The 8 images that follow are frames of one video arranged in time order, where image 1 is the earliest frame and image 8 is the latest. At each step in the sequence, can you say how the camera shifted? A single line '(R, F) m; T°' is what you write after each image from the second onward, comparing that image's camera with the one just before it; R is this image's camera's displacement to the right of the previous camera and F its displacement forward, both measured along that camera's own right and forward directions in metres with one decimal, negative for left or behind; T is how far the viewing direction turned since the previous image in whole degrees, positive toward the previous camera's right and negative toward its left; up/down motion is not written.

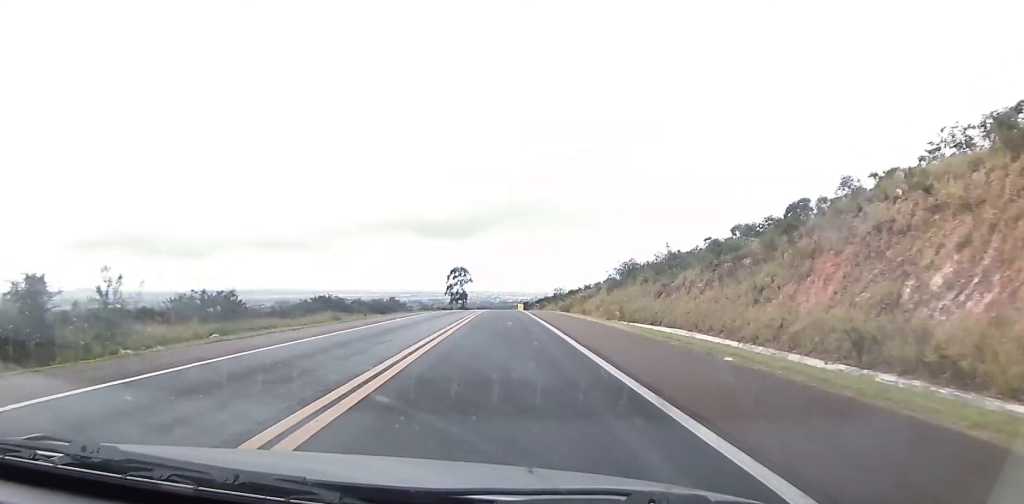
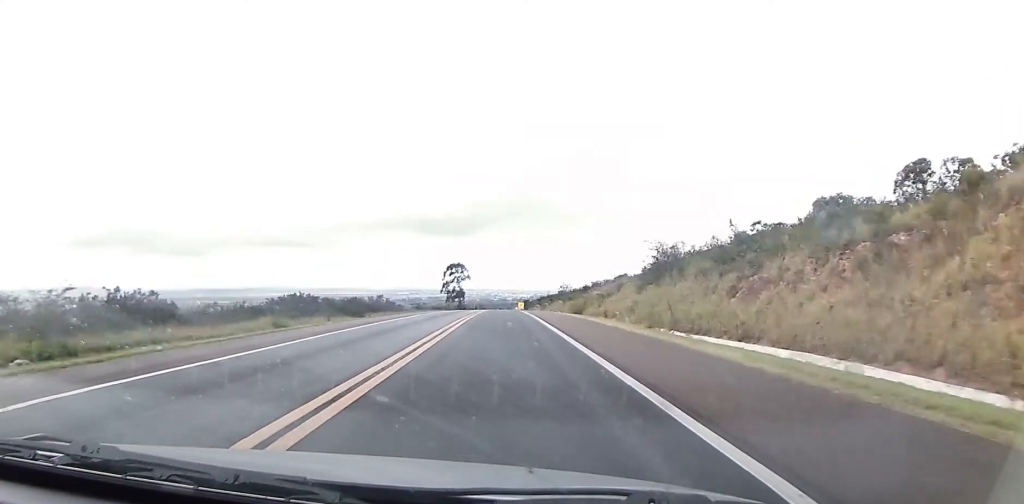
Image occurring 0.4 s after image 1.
(-0.2, +13.5) m; 0°
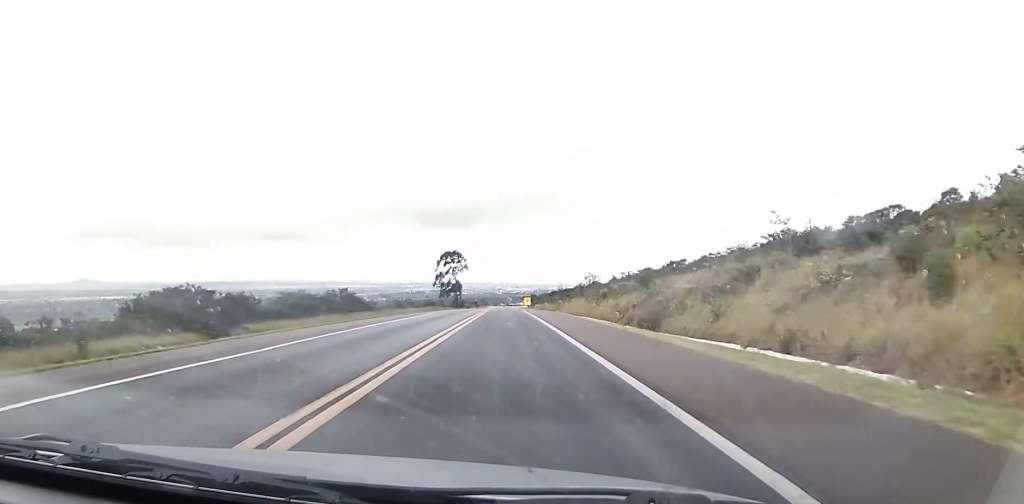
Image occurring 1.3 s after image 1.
(+0.3, +31.5) m; +1°
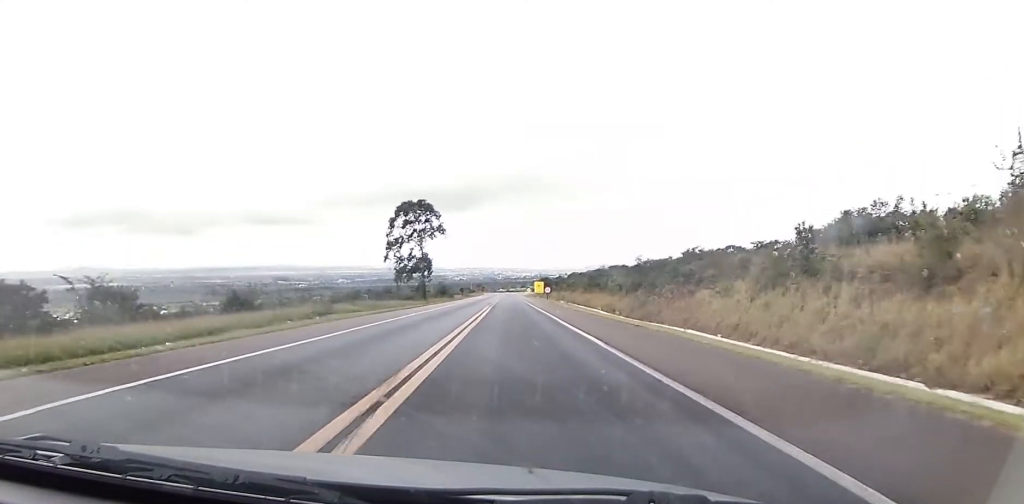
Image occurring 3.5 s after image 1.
(+0.2, +74.3) m; 0°
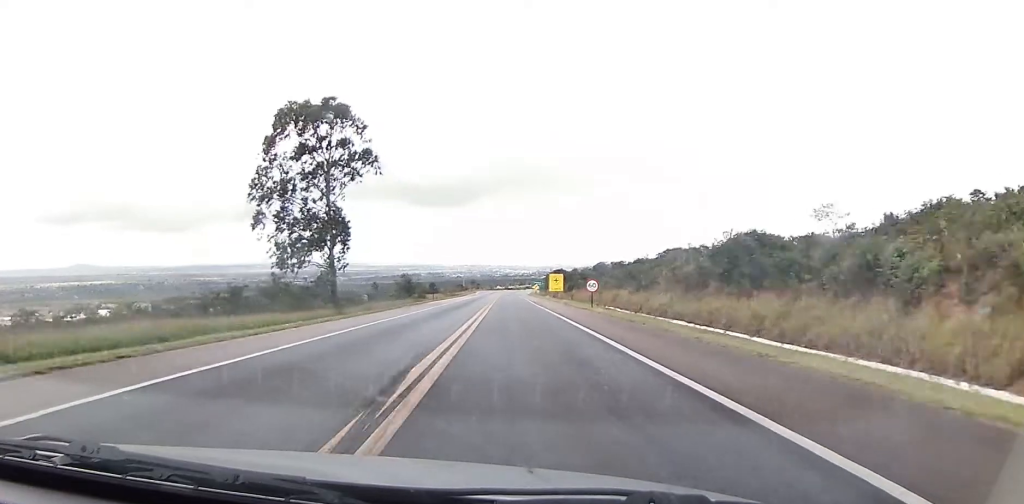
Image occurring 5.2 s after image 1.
(0.0, +55.1) m; 0°
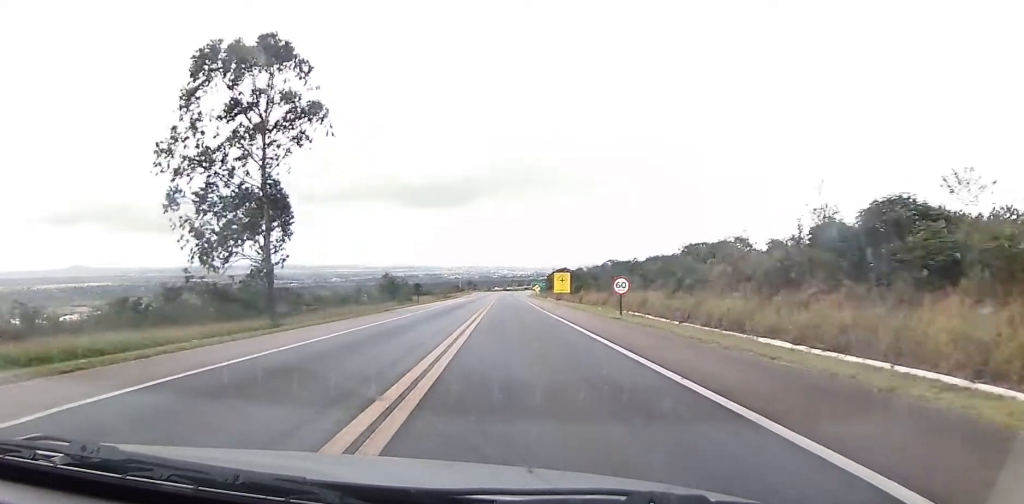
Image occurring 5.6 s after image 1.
(0.0, +13.4) m; 0°
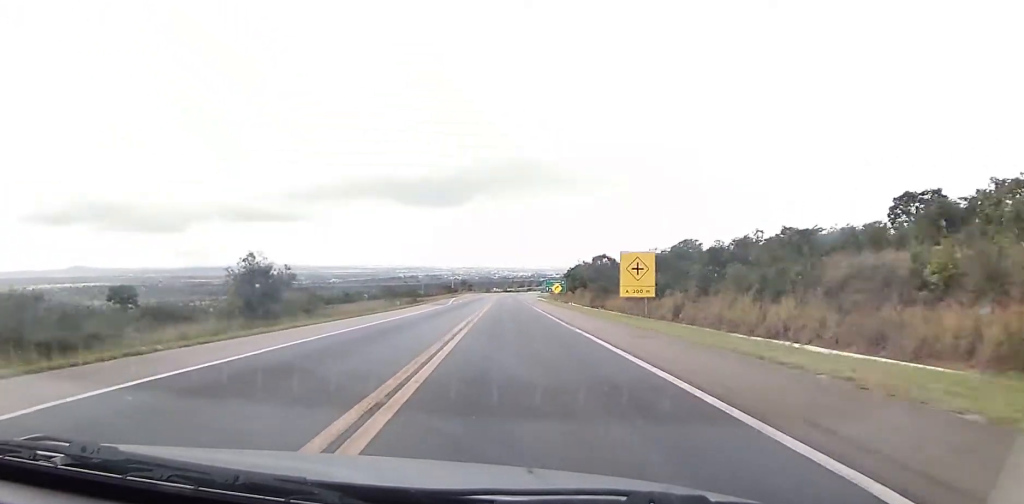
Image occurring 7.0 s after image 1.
(+0.1, +49.1) m; 0°
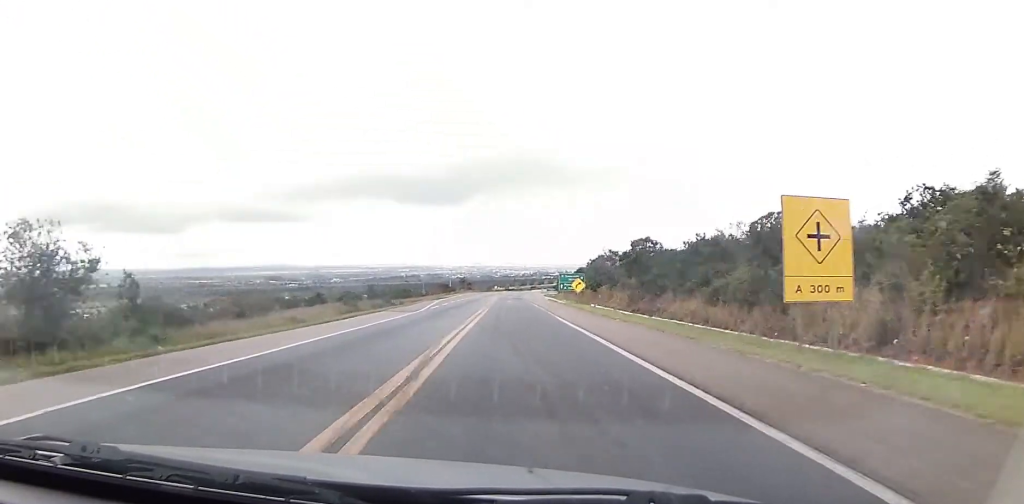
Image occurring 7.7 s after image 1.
(0.0, +22.2) m; 0°
